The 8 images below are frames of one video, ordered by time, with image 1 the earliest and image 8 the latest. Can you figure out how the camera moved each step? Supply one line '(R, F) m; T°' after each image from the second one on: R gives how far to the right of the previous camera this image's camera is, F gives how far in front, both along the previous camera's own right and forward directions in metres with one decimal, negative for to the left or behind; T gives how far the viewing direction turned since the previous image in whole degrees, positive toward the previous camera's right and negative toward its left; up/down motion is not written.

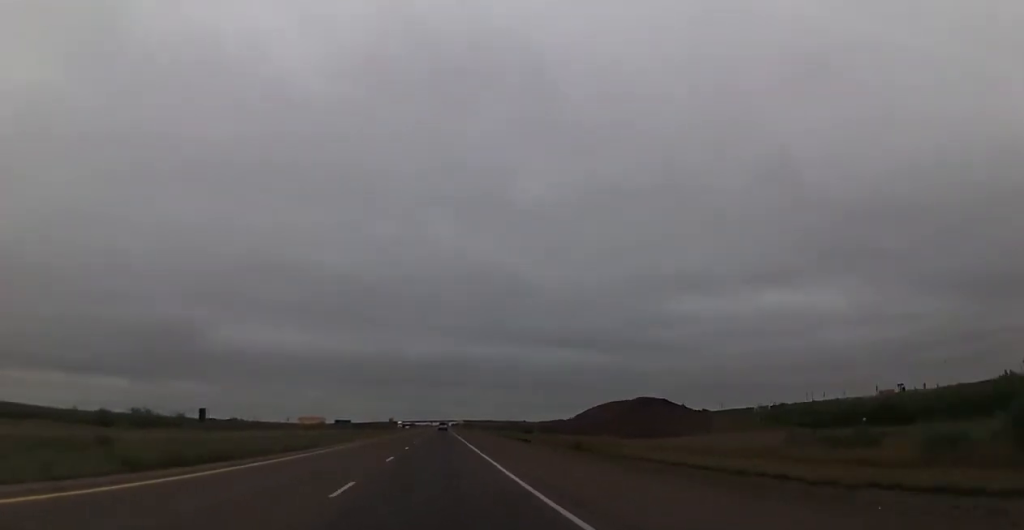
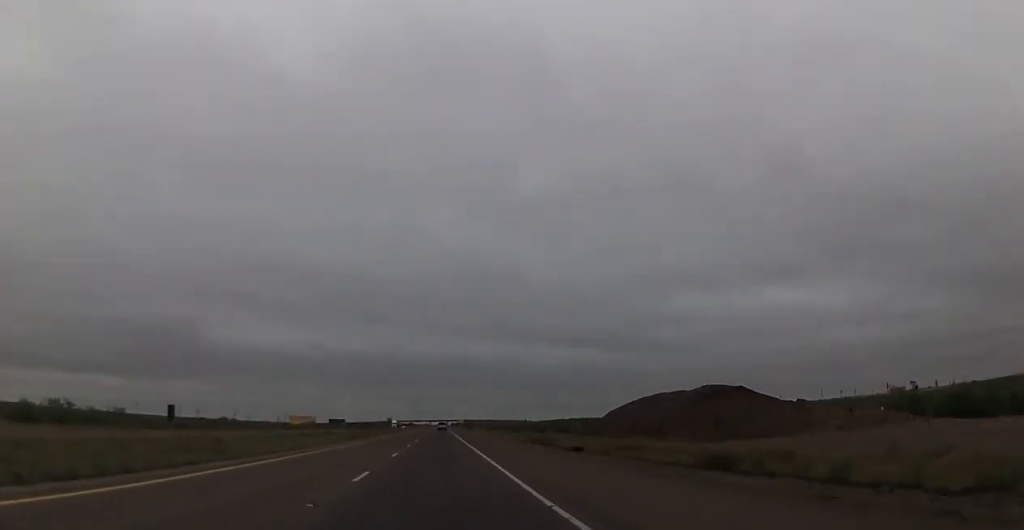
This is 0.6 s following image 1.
(0.0, +20.8) m; 0°
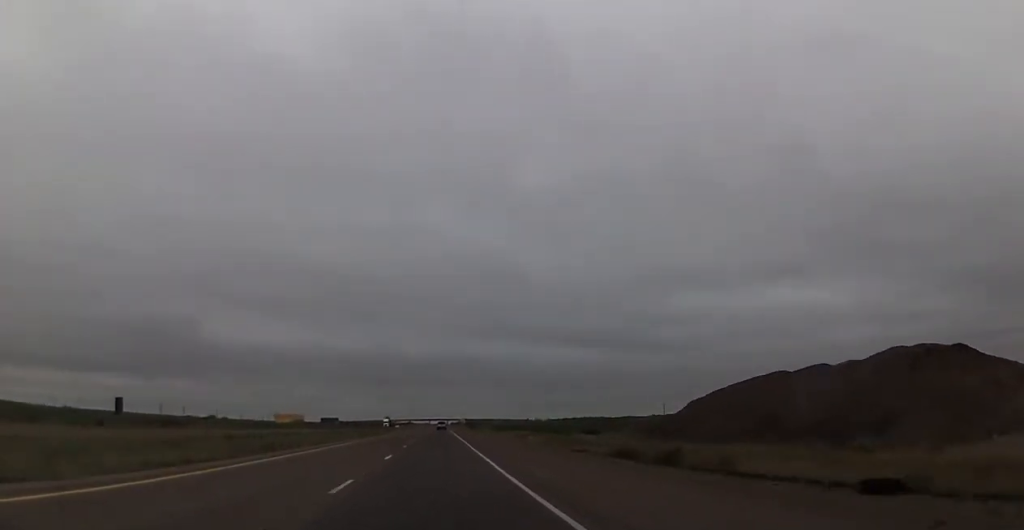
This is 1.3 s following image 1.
(-0.2, +26.9) m; 0°
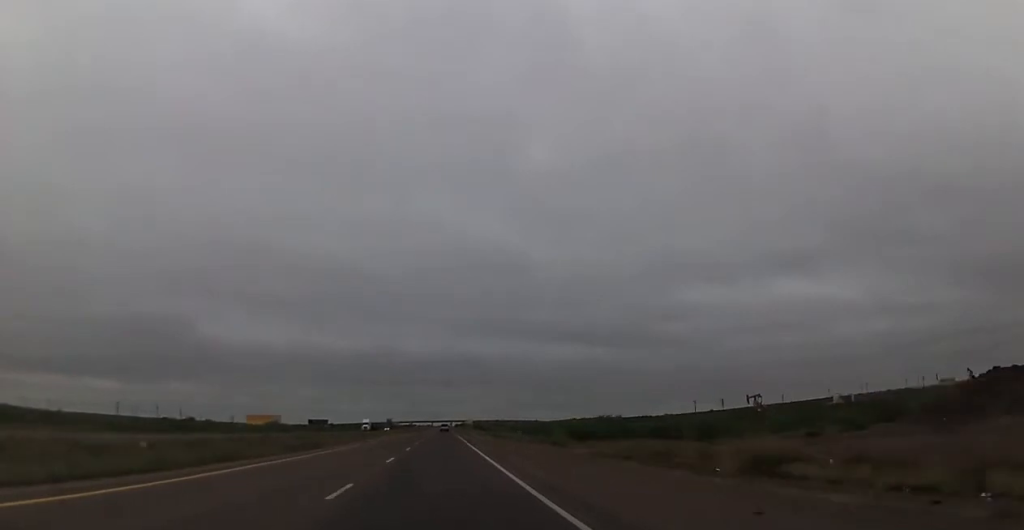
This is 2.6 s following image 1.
(+0.3, +49.2) m; 0°
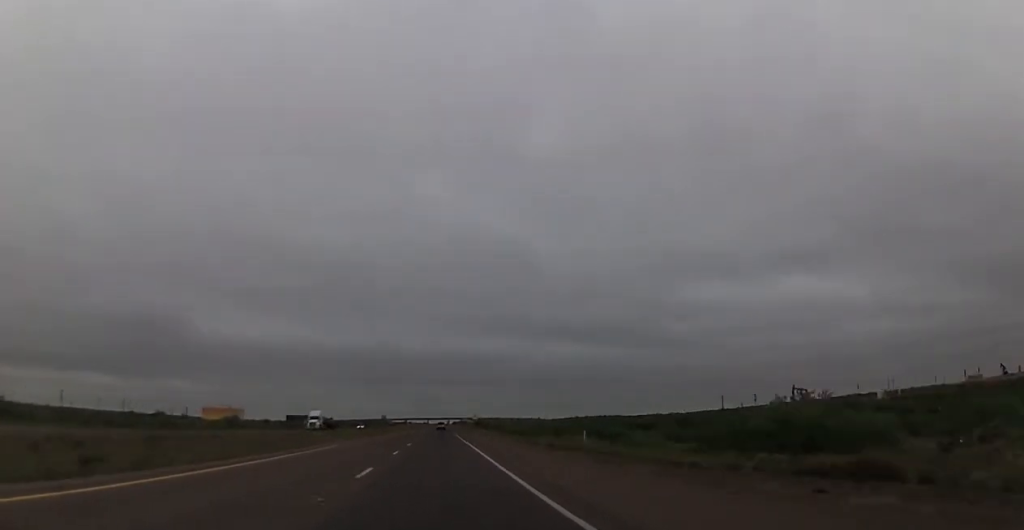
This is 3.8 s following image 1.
(-0.2, +44.3) m; -1°
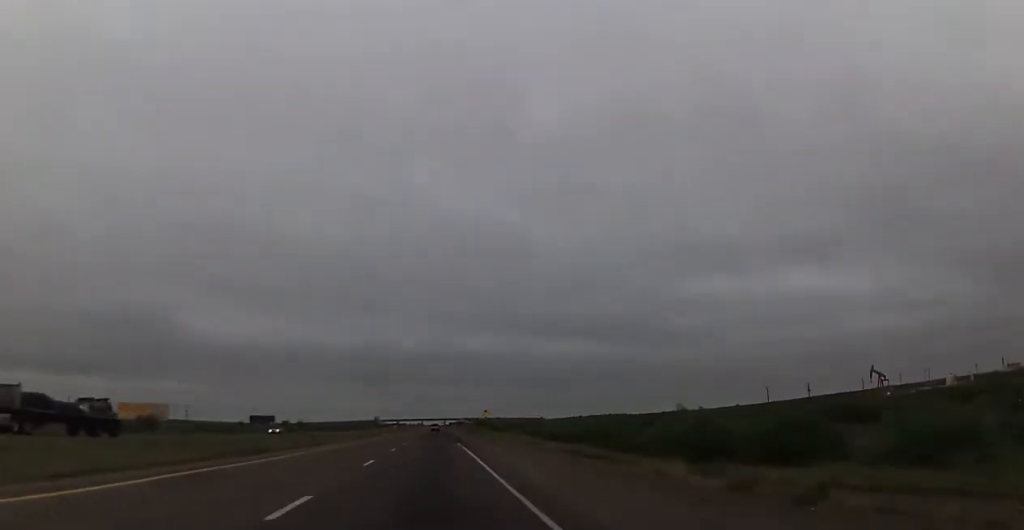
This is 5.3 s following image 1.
(-0.4, +55.4) m; 0°
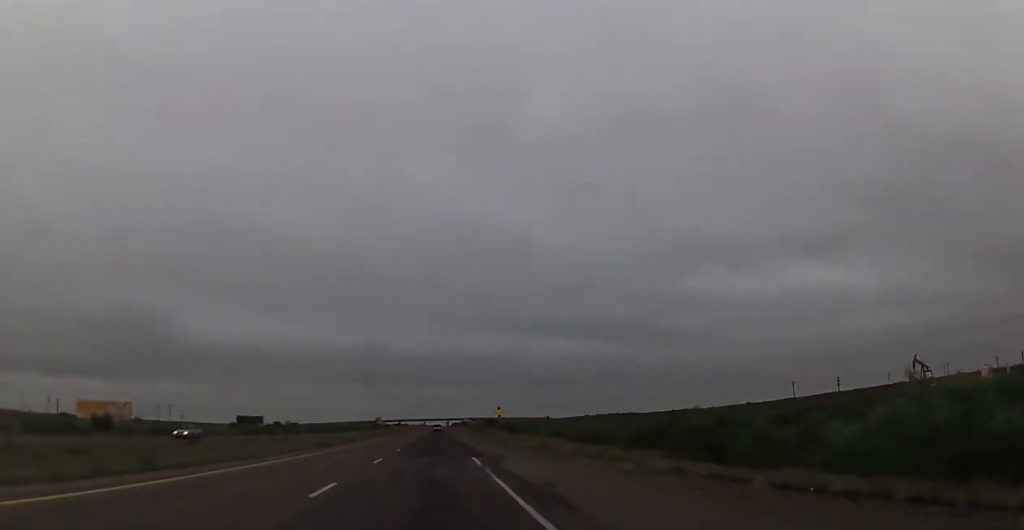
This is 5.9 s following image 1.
(+0.3, +20.9) m; 0°
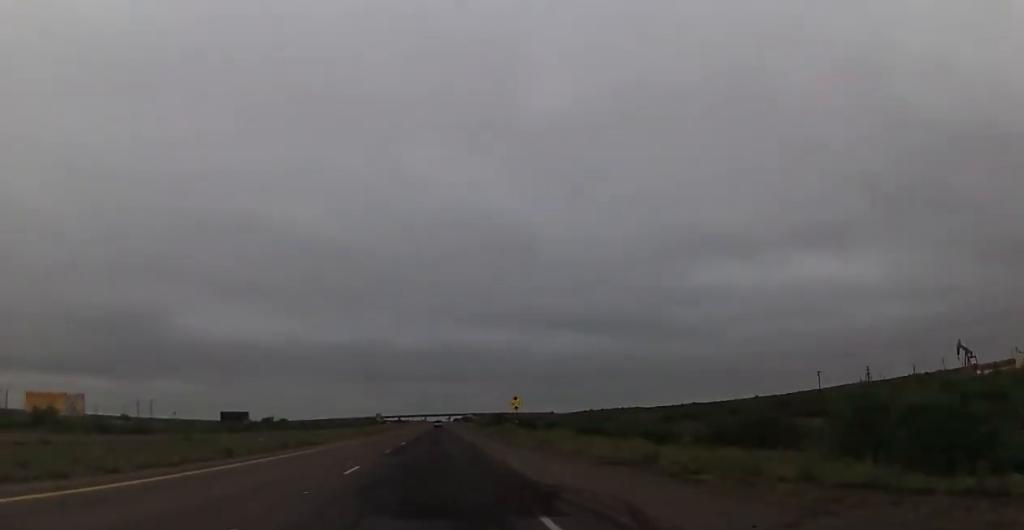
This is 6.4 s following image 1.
(+0.1, +19.7) m; 0°
